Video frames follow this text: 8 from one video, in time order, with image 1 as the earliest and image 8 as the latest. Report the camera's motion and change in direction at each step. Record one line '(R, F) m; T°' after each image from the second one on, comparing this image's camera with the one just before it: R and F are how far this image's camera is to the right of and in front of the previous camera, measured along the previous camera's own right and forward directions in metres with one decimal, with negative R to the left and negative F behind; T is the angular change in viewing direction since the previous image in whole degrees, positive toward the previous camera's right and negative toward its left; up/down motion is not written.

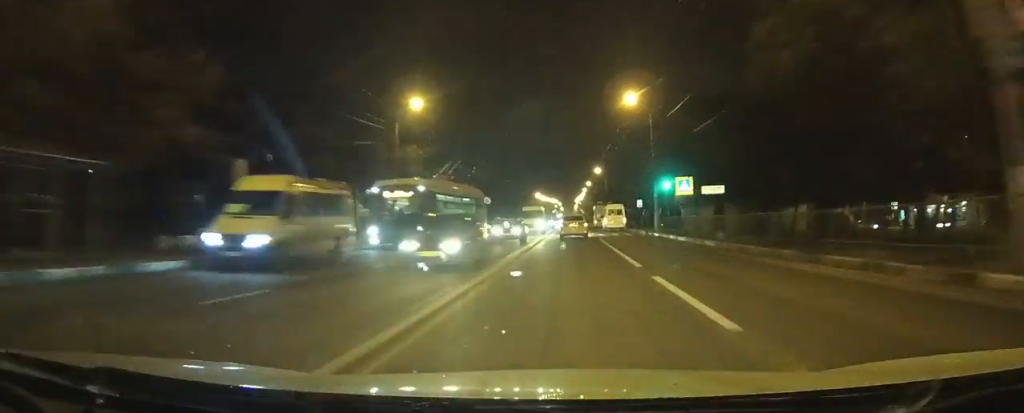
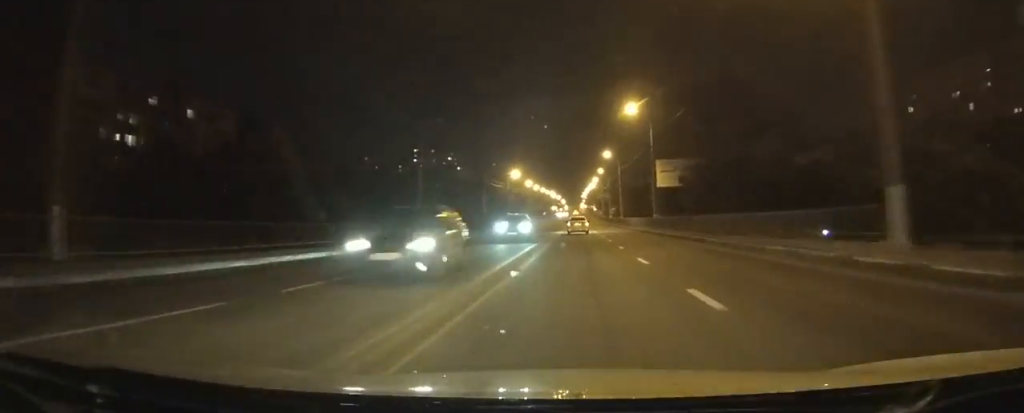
(-0.3, +106.3) m; -1°
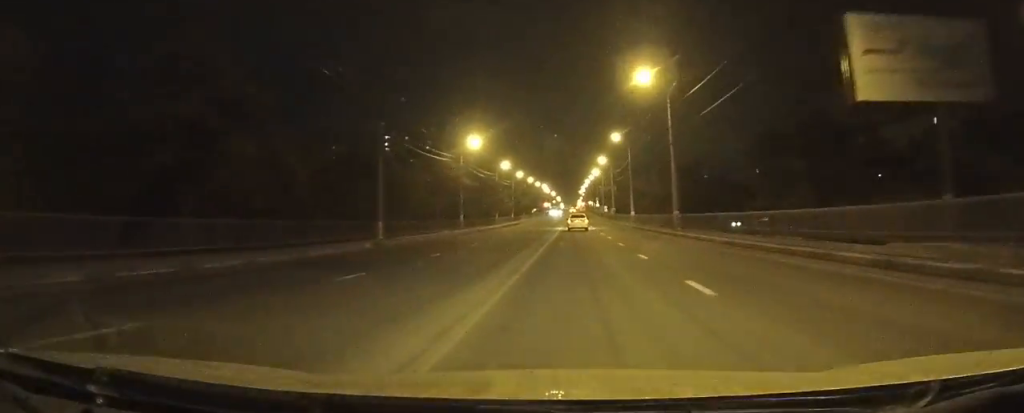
(-0.1, +46.2) m; 0°
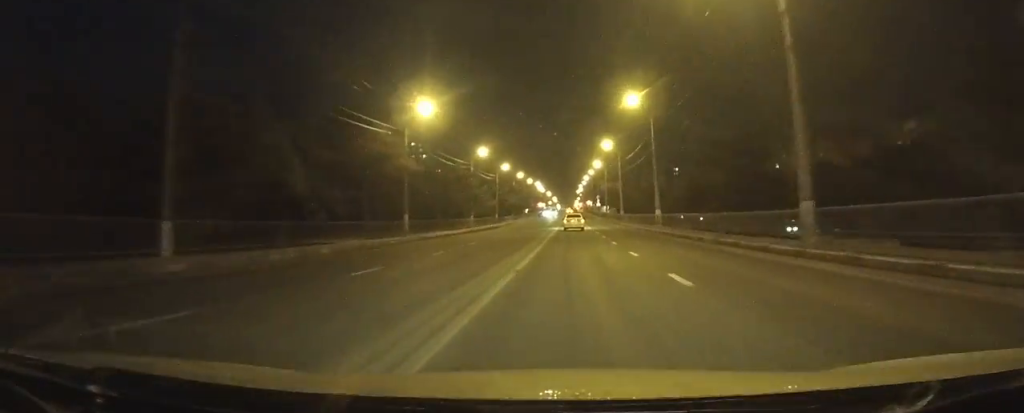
(0.0, +22.1) m; 0°
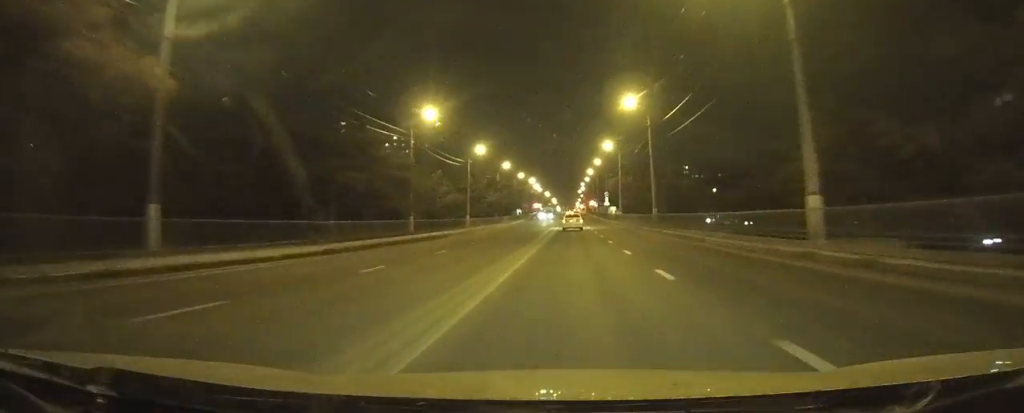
(0.0, +30.2) m; 0°
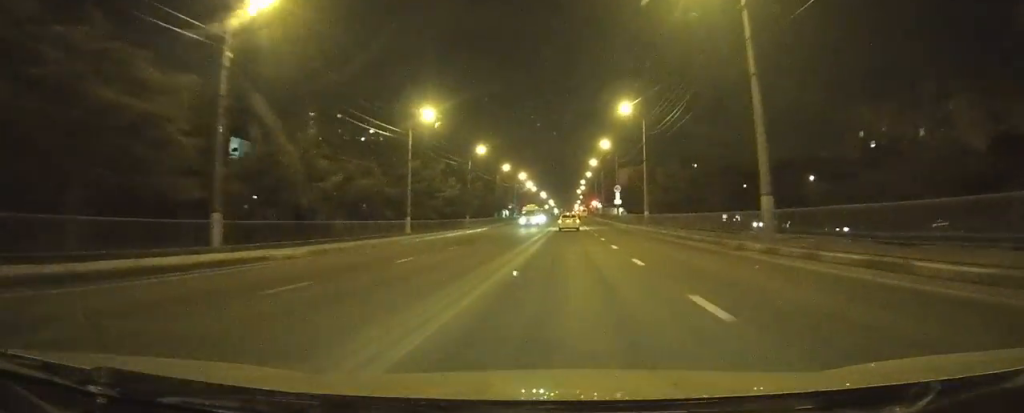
(+0.2, +27.5) m; 0°
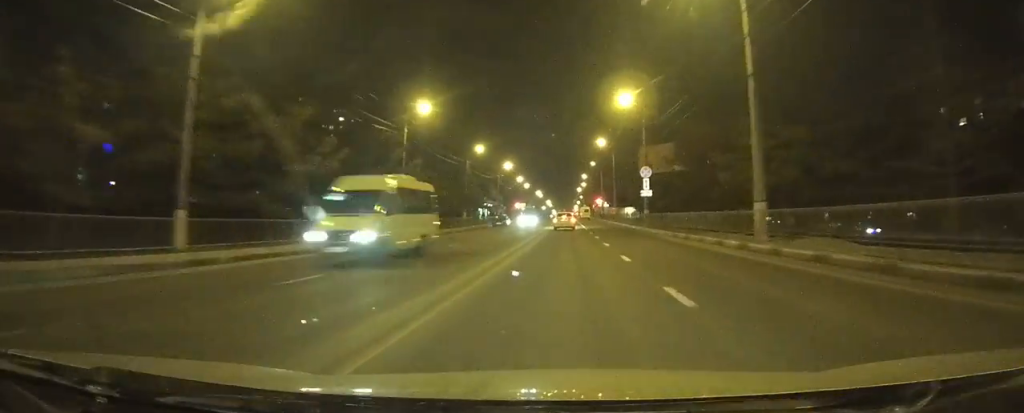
(+0.1, +28.6) m; 0°
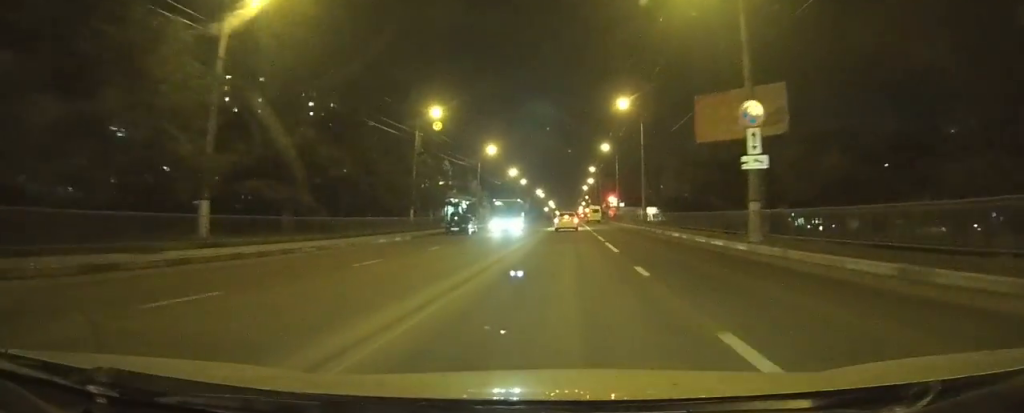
(0.0, +25.6) m; 0°
